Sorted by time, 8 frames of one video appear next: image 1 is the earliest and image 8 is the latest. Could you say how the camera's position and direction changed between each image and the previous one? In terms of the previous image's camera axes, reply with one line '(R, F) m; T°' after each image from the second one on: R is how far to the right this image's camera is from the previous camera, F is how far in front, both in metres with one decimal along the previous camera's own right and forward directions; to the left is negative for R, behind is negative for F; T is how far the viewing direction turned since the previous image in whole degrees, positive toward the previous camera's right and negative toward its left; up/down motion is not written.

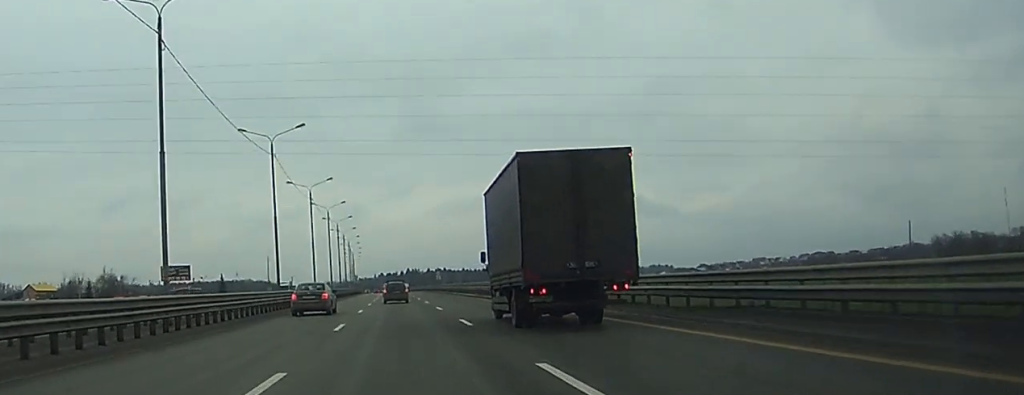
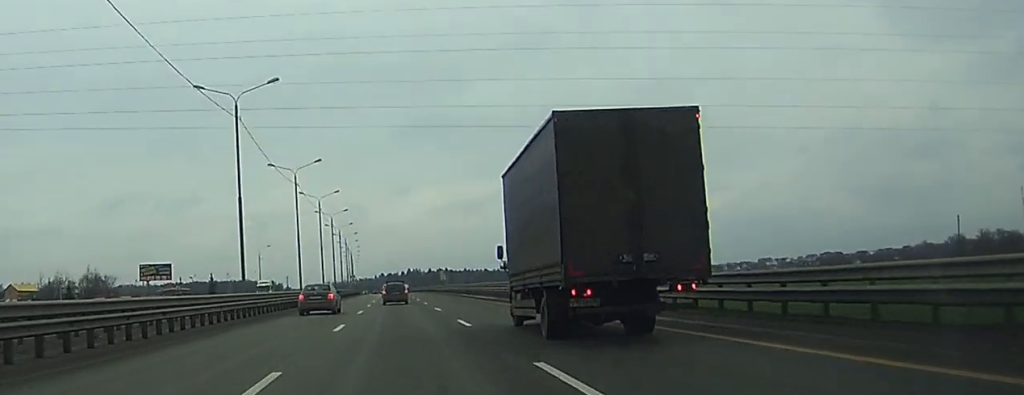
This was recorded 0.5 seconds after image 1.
(0.0, +15.7) m; 0°
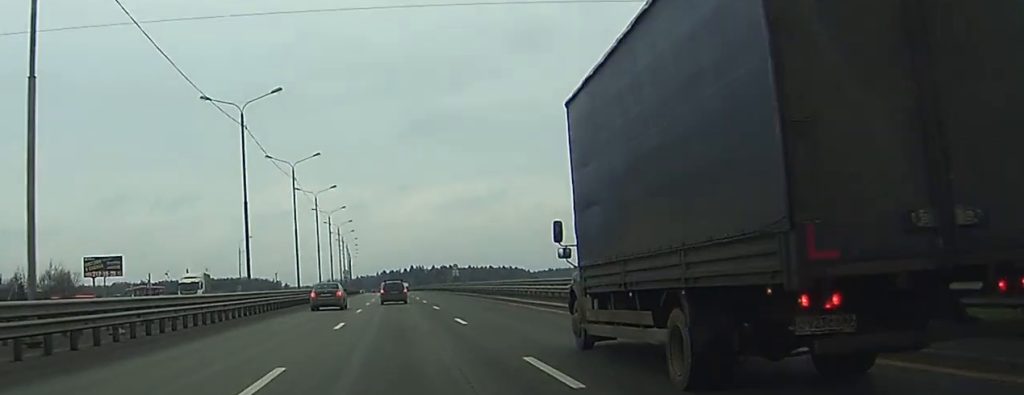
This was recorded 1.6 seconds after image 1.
(0.0, +31.1) m; 0°
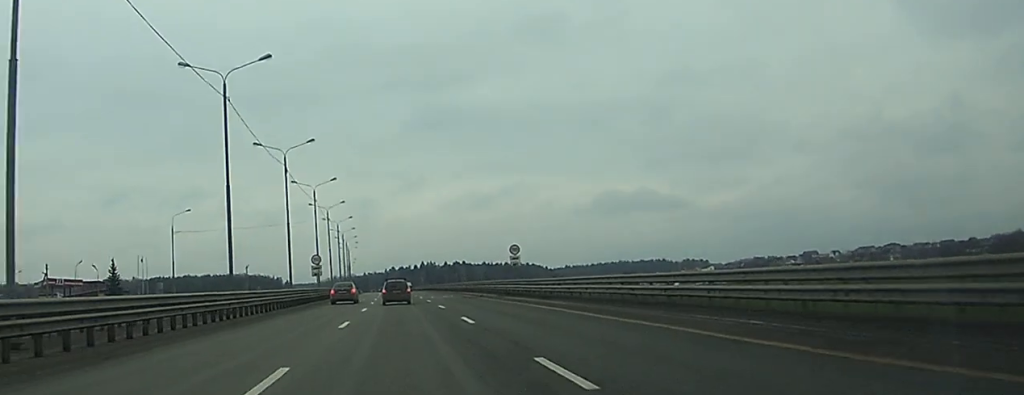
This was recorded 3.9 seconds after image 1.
(-0.4, +64.0) m; -1°
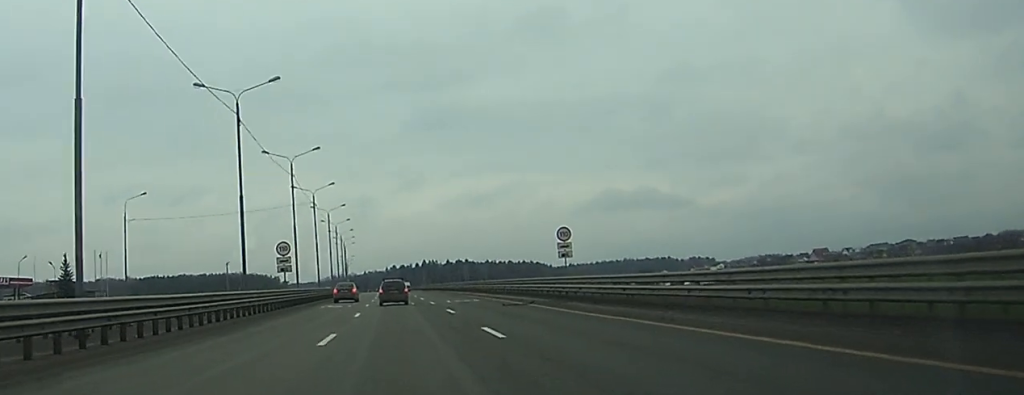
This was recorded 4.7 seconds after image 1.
(-0.1, +22.9) m; 0°
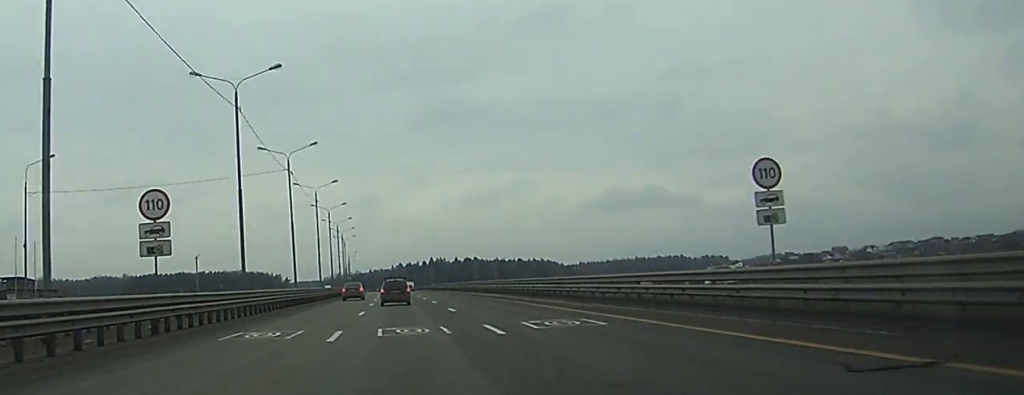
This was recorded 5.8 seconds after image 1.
(-0.1, +30.7) m; 0°
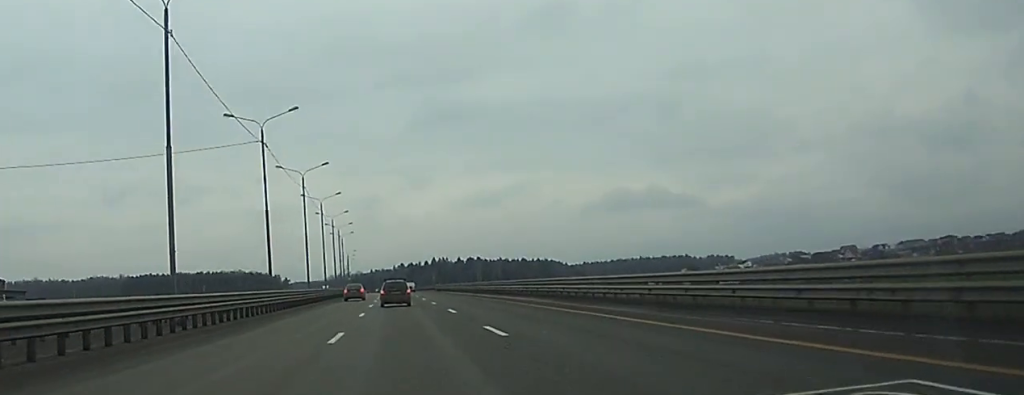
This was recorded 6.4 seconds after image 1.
(0.0, +16.1) m; 0°
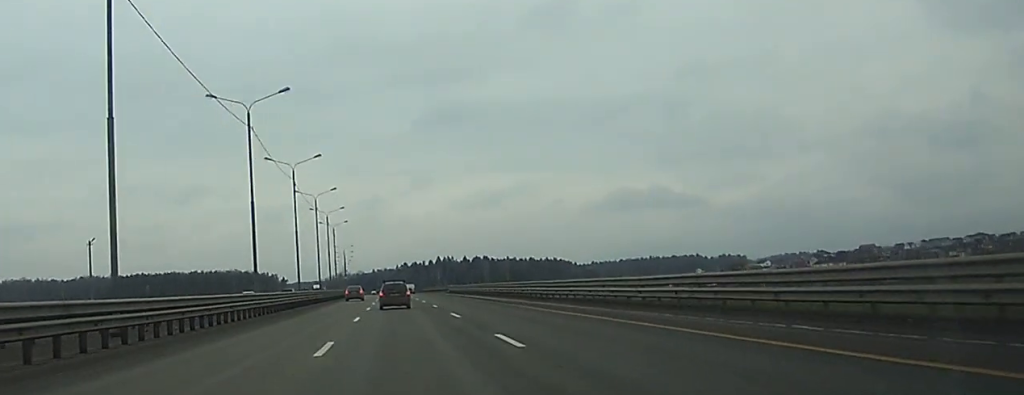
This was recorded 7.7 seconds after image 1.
(0.0, +34.6) m; 0°
